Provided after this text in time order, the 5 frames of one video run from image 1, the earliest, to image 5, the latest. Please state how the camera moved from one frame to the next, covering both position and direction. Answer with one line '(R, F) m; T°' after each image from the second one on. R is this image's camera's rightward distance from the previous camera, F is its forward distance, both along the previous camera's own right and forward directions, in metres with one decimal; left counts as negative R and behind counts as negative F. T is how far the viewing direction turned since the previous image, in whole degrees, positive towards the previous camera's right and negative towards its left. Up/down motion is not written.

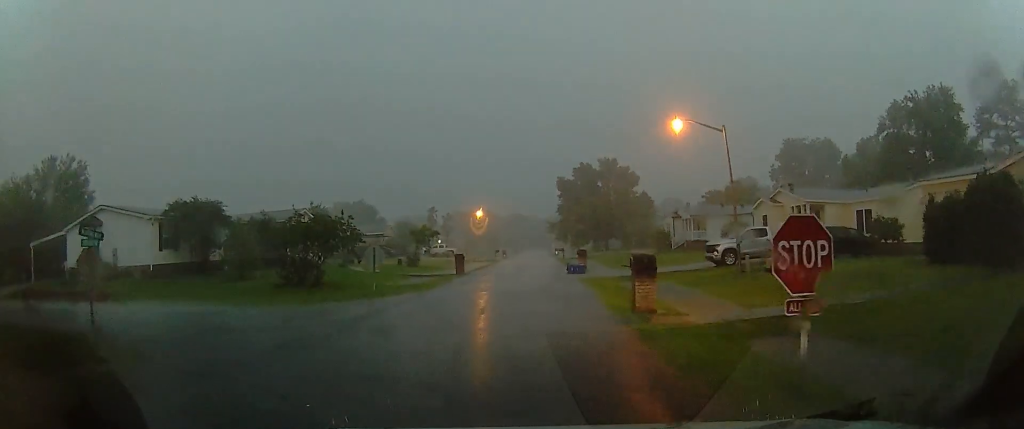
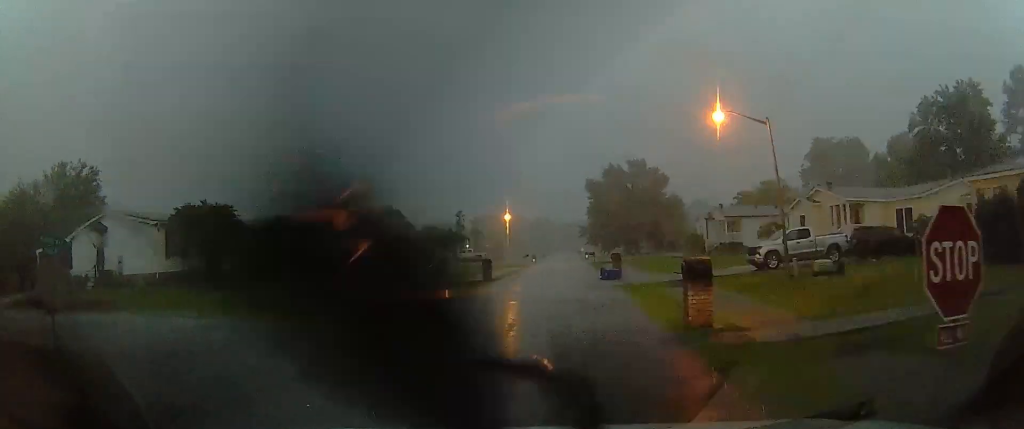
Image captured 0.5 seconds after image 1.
(0.0, +2.1) m; -7°
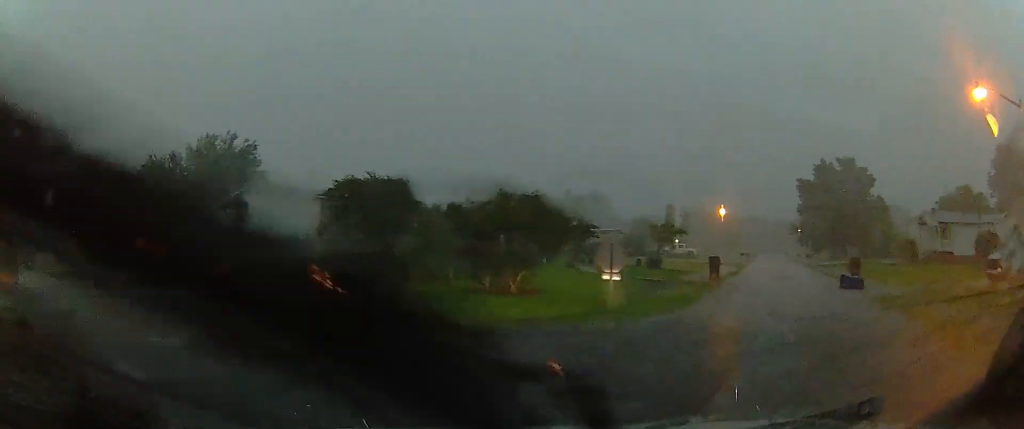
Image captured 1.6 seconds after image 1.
(-0.8, +4.7) m; -22°
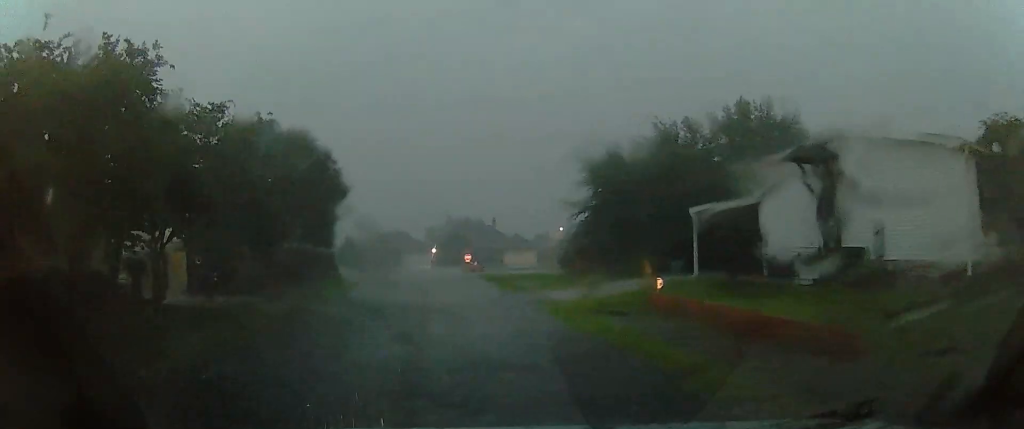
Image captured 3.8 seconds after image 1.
(-4.1, +10.9) m; -31°
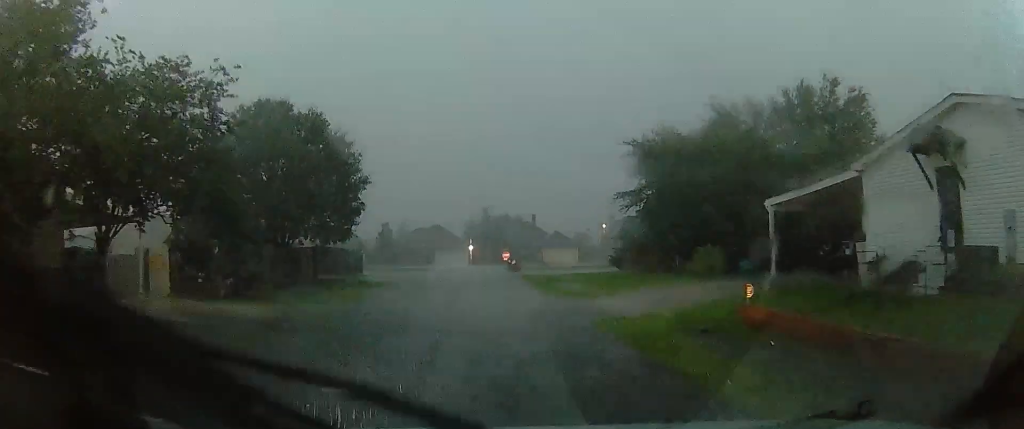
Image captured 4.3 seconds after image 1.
(0.0, +3.7) m; -6°
